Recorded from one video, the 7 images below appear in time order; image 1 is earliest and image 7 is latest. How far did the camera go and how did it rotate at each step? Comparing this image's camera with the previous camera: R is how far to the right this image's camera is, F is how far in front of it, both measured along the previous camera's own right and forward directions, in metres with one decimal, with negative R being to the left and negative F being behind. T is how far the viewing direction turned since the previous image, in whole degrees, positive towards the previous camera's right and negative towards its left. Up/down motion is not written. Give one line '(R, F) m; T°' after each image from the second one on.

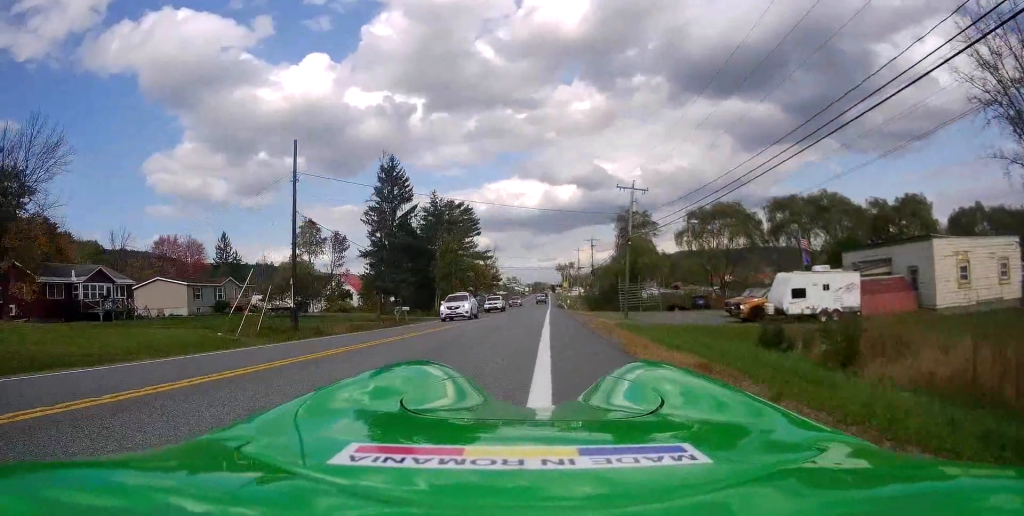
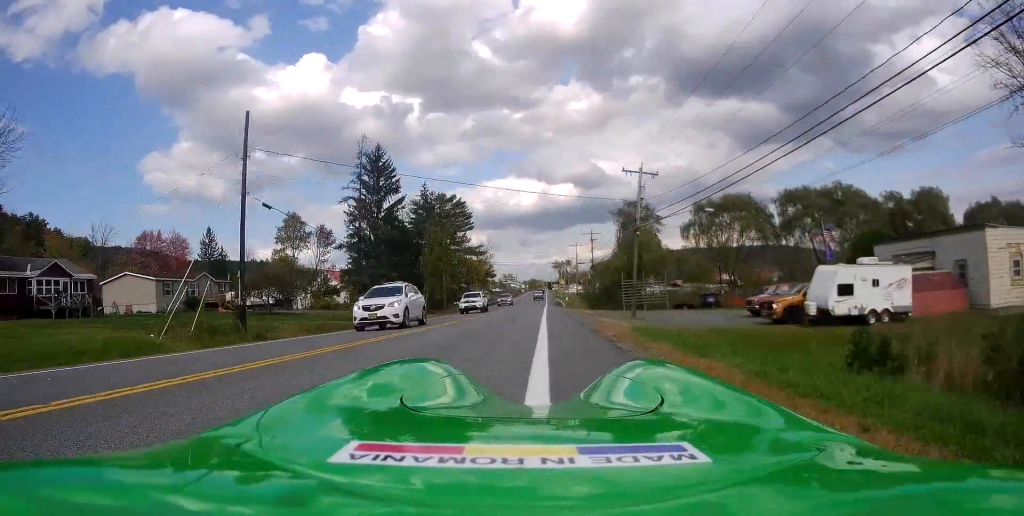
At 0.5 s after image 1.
(0.0, +5.4) m; 0°
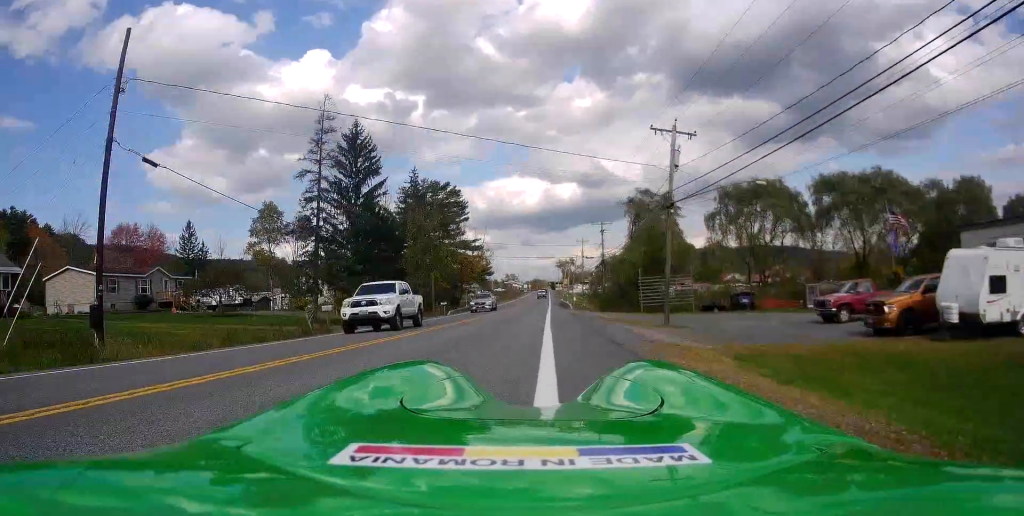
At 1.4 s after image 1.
(+0.1, +9.4) m; 0°
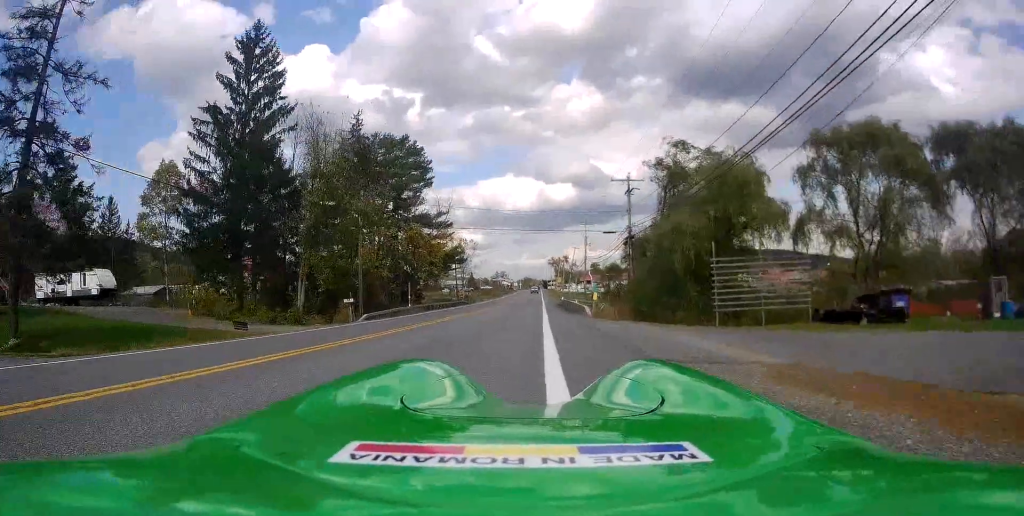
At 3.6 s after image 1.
(0.0, +24.6) m; 0°
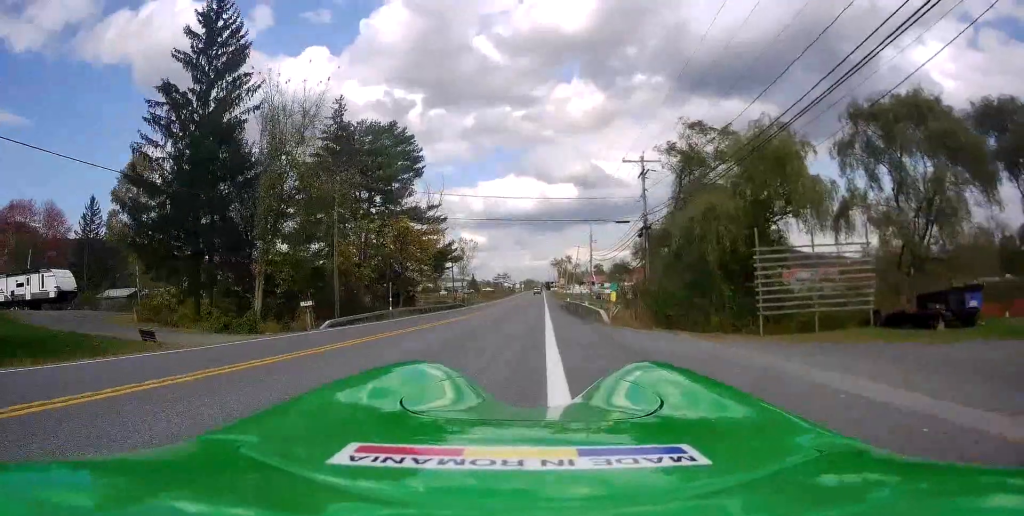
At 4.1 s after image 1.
(0.0, +5.6) m; 0°
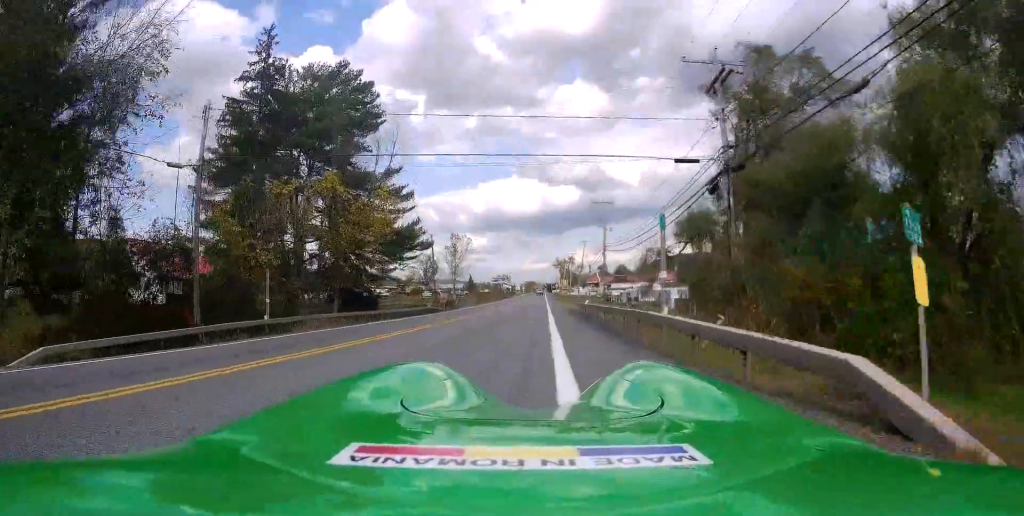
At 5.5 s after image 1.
(+0.2, +16.1) m; +3°
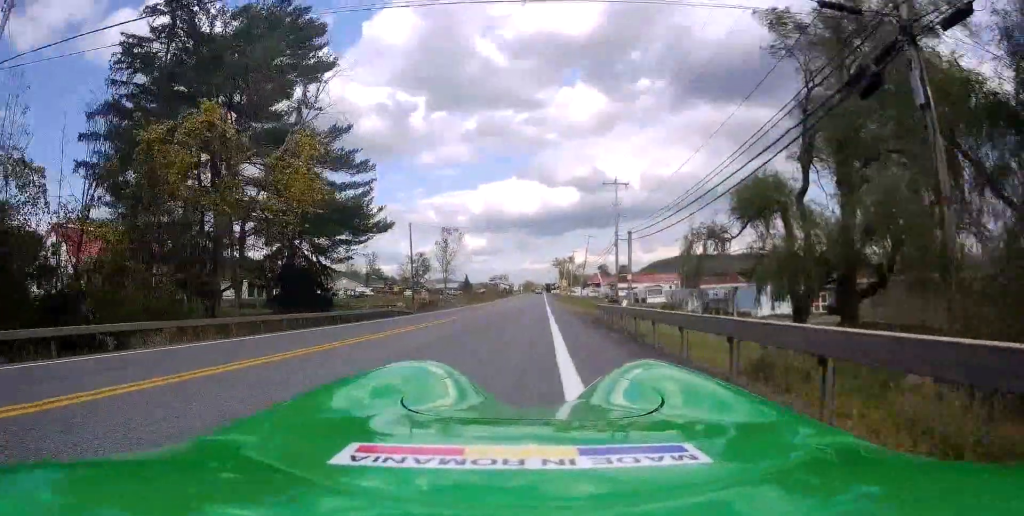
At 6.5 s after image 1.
(+0.3, +11.3) m; +1°
